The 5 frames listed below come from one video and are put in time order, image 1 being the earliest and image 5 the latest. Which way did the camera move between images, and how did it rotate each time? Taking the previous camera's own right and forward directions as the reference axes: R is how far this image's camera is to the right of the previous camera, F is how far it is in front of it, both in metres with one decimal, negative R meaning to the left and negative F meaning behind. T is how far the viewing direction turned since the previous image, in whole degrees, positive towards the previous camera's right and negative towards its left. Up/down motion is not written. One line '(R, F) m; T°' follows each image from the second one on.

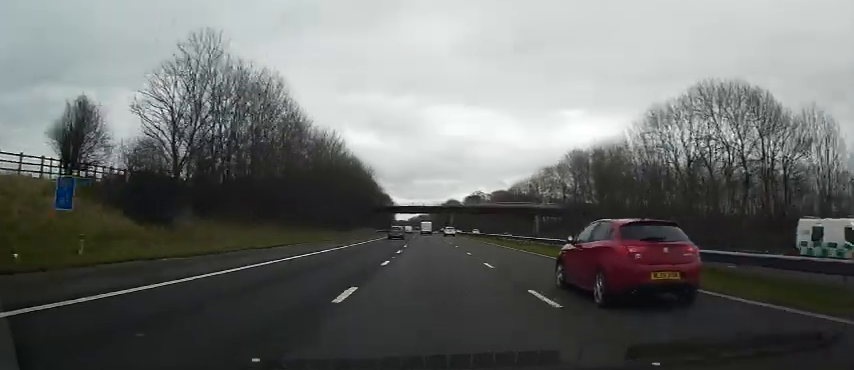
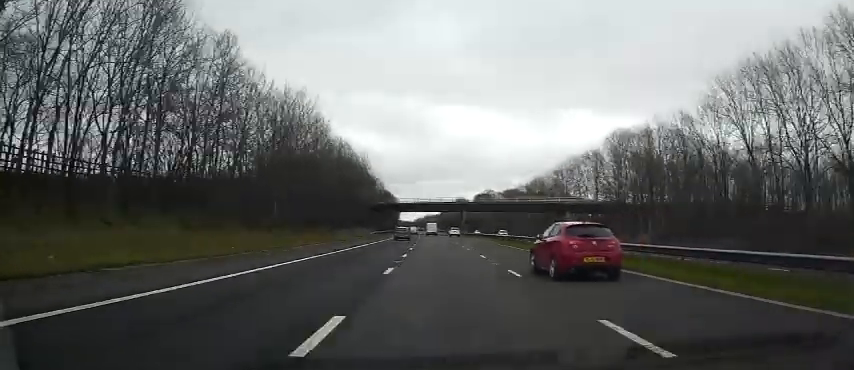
(+0.2, +21.7) m; 0°
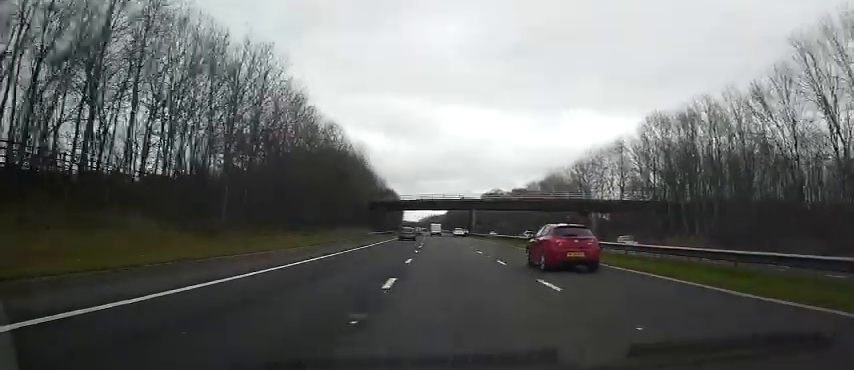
(+0.1, +12.1) m; 0°
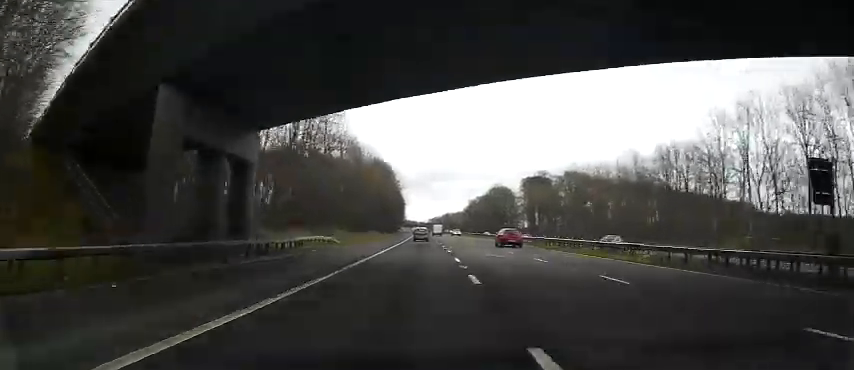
(-3.1, +96.8) m; -2°
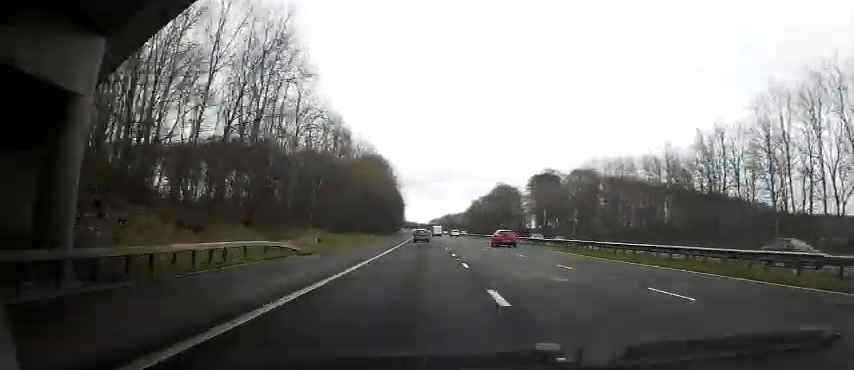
(-0.1, +11.7) m; 0°
